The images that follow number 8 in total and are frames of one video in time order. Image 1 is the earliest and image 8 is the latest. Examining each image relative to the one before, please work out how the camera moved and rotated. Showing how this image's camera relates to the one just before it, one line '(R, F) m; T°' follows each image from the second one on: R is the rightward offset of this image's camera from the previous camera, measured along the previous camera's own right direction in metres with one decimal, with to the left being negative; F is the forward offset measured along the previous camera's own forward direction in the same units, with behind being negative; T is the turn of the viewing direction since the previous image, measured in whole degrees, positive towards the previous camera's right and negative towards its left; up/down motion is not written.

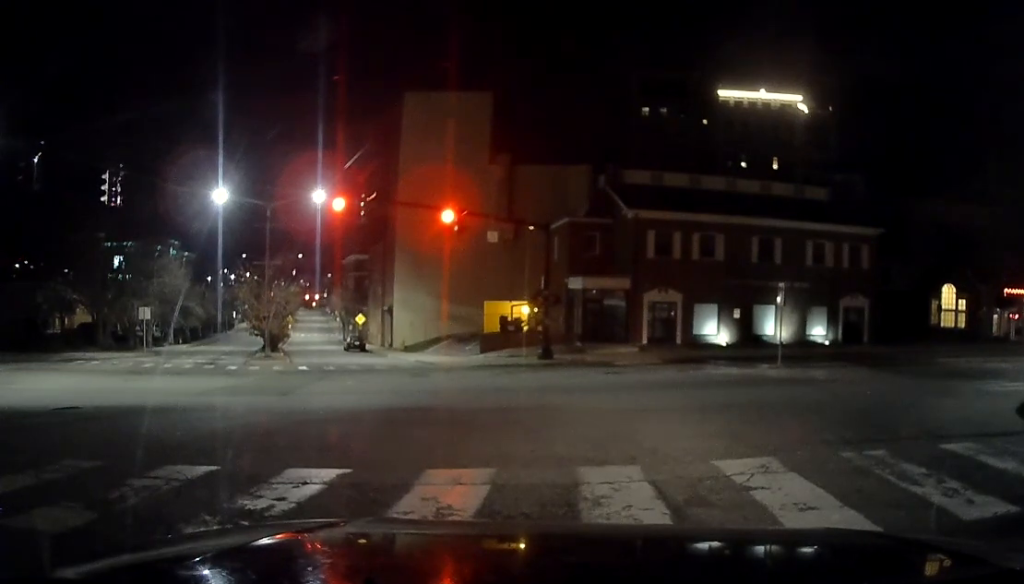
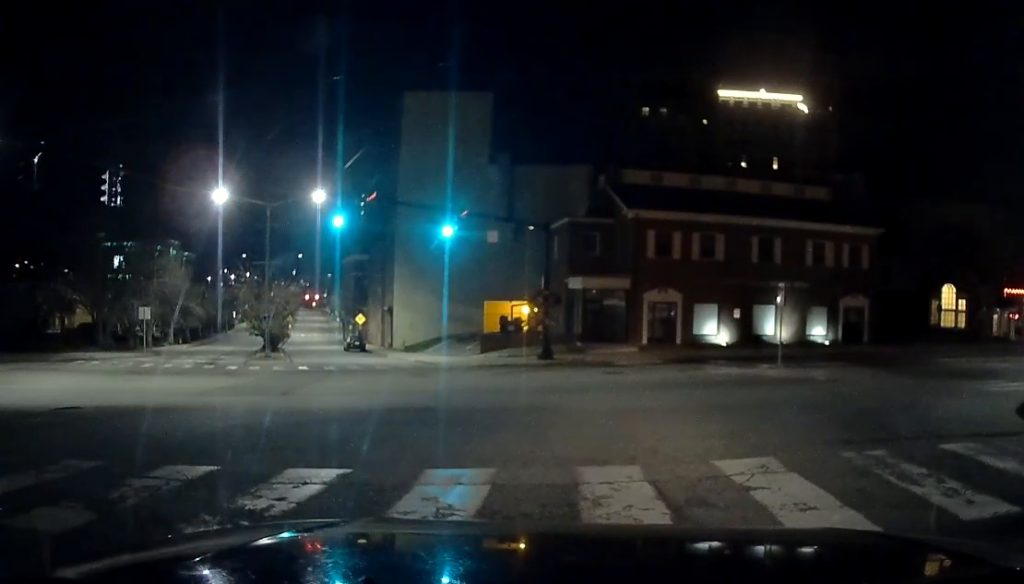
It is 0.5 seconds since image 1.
(0.0, 0.0) m; 0°
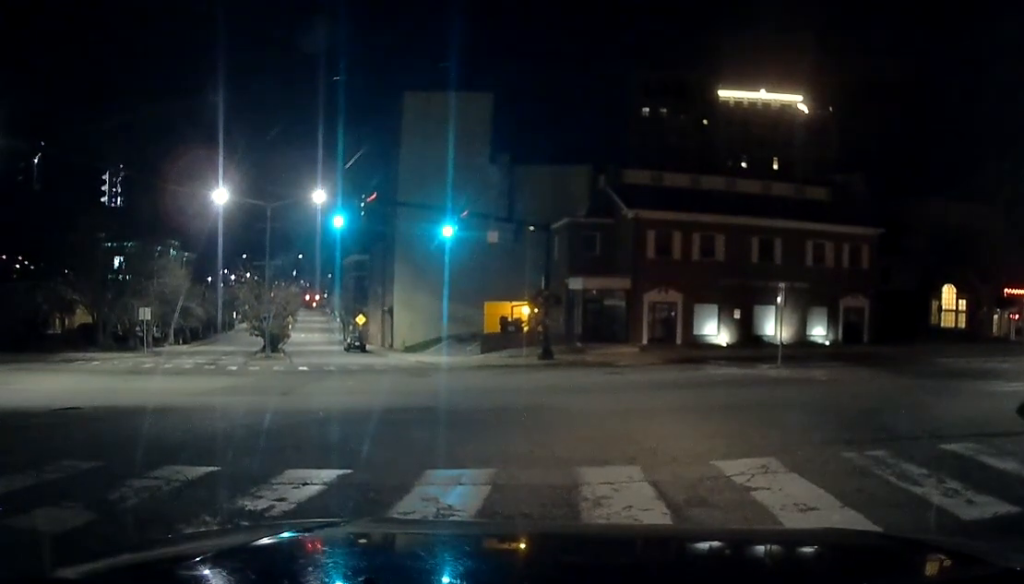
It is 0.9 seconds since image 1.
(0.0, 0.0) m; 0°
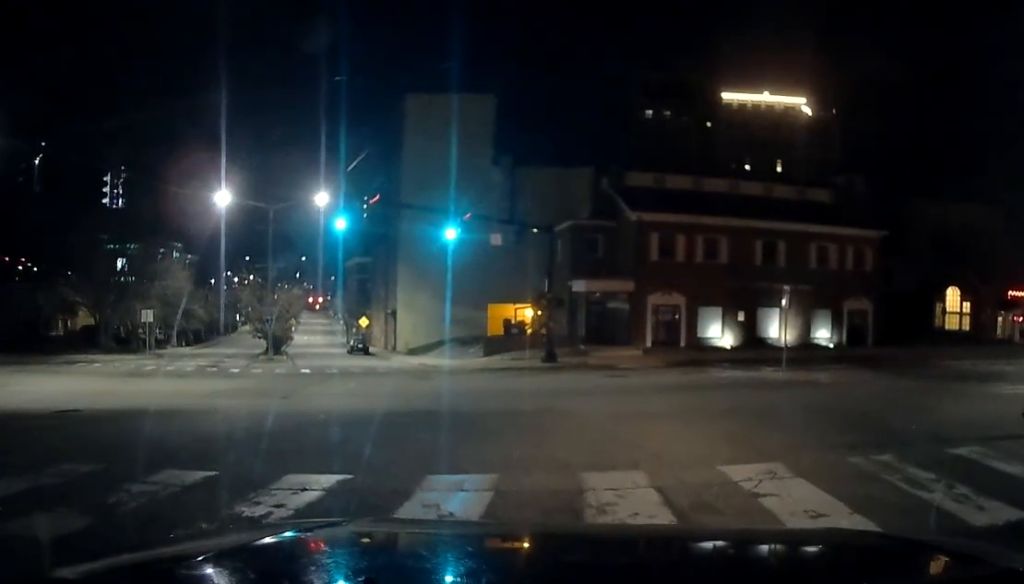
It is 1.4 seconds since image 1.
(0.0, +0.1) m; 0°
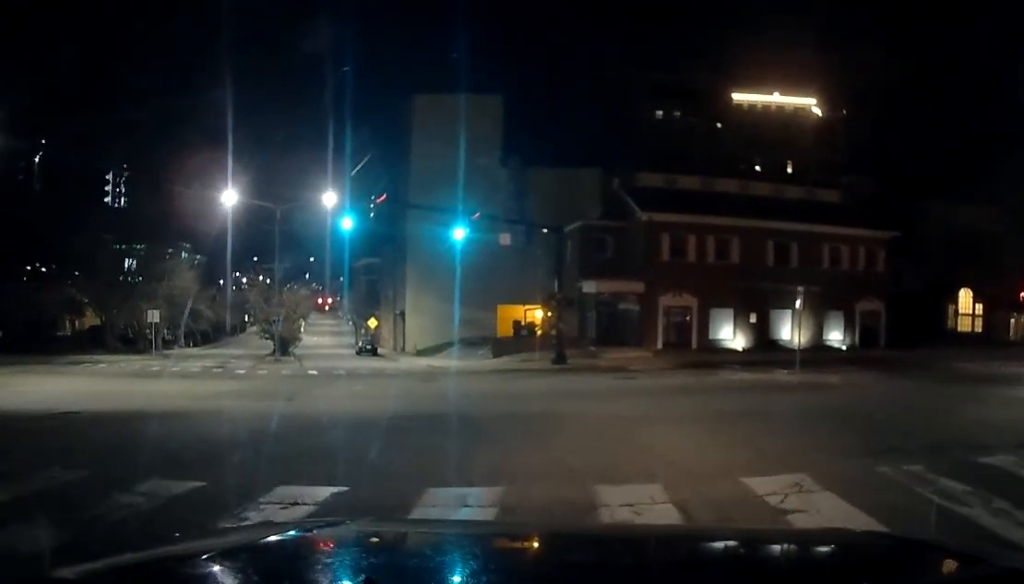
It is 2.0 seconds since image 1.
(0.0, +0.6) m; -1°
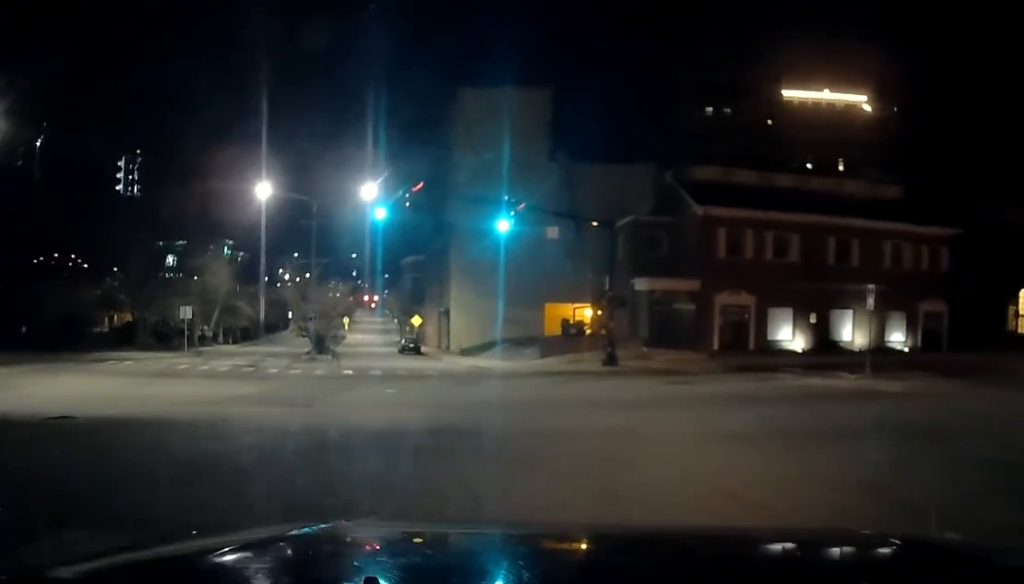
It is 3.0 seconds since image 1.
(0.0, +2.1) m; -5°
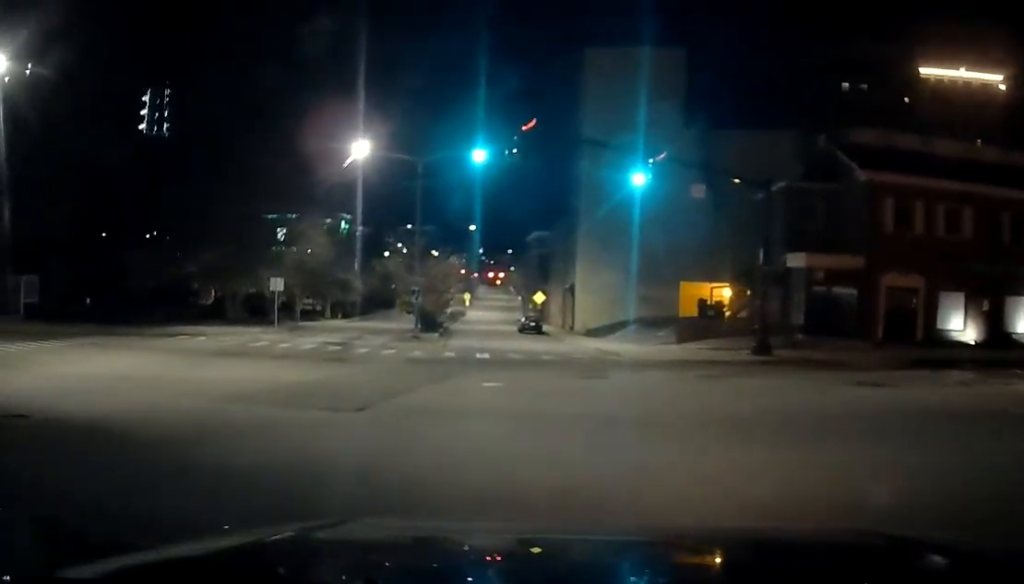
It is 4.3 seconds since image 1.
(-0.3, +5.3) m; -5°
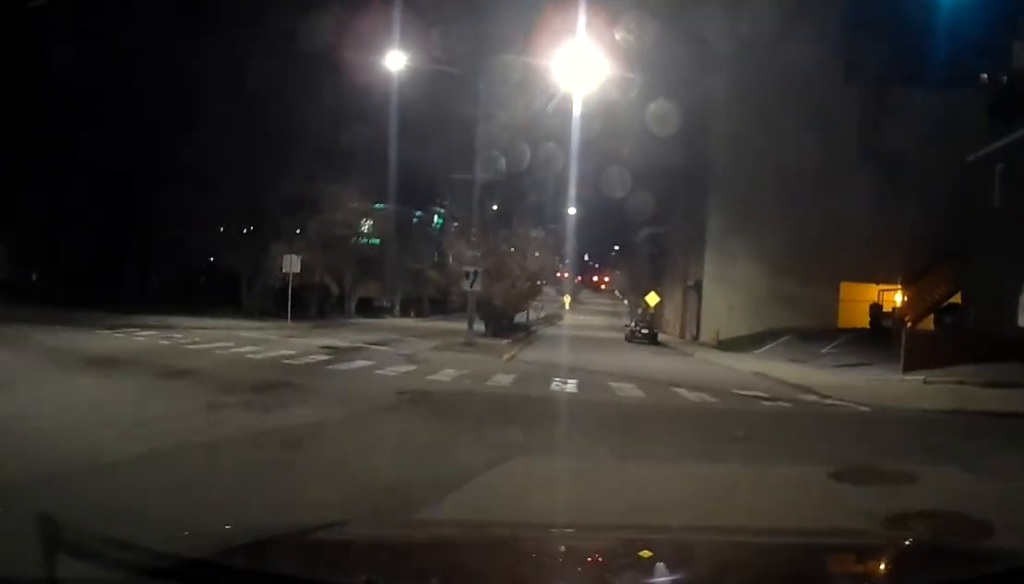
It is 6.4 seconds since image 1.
(-1.2, +13.5) m; -6°
